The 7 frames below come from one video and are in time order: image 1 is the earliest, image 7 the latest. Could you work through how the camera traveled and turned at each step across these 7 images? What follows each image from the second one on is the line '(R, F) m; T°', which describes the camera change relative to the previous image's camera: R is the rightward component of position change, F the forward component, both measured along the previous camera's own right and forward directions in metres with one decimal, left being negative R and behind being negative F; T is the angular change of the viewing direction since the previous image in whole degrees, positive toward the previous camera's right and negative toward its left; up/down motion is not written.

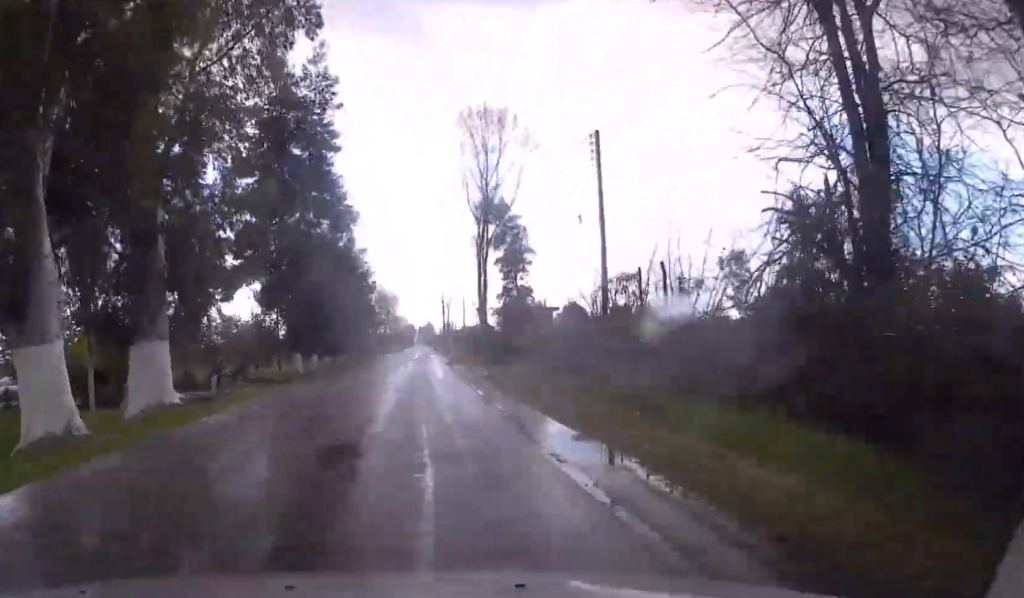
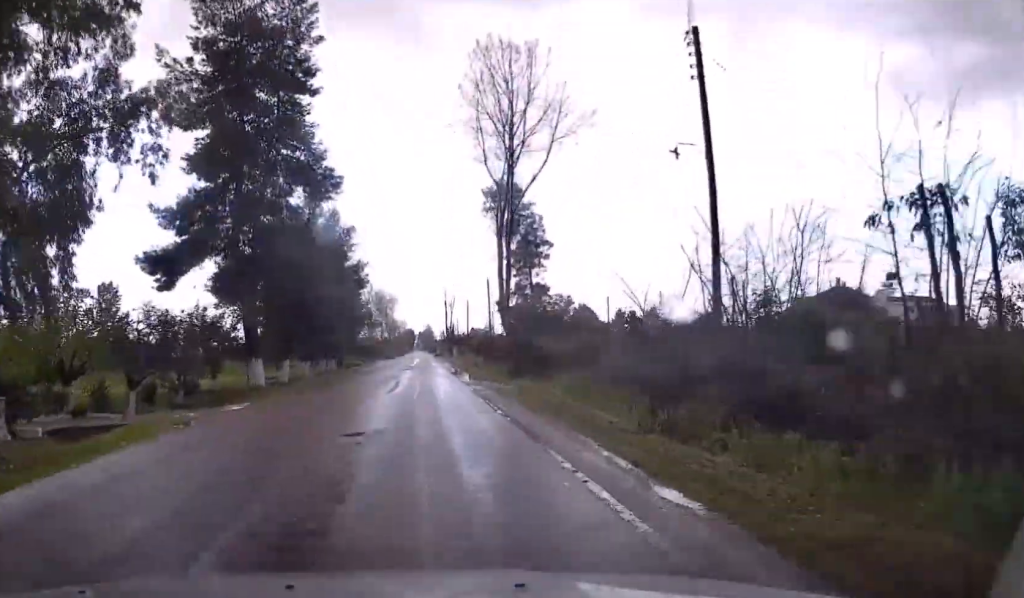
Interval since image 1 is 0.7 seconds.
(0.0, +10.7) m; 0°
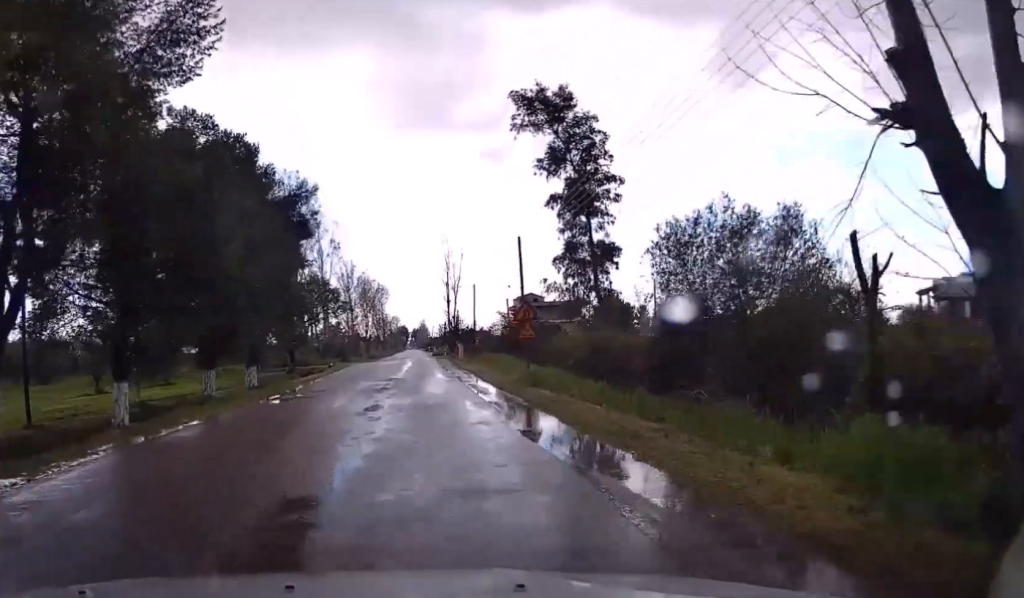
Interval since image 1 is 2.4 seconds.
(0.0, +27.9) m; 0°
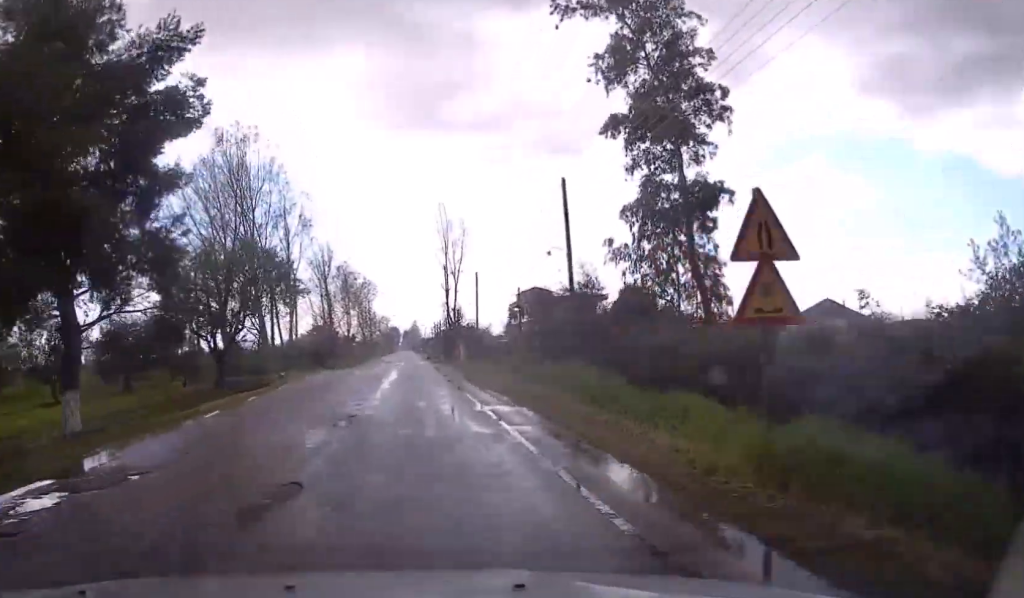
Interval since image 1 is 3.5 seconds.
(0.0, +17.6) m; 0°
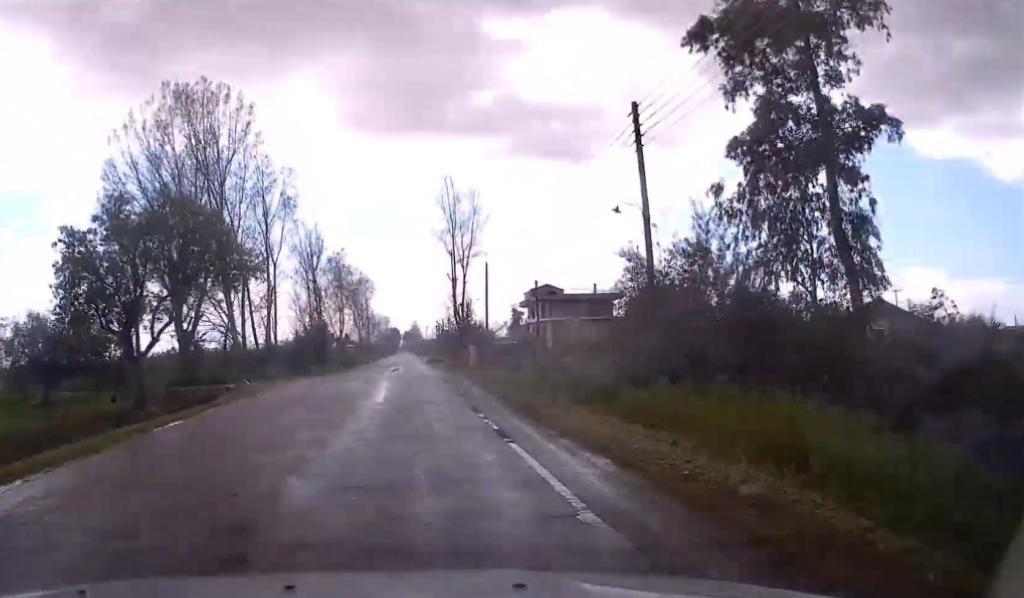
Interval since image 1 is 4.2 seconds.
(0.0, +10.5) m; 0°
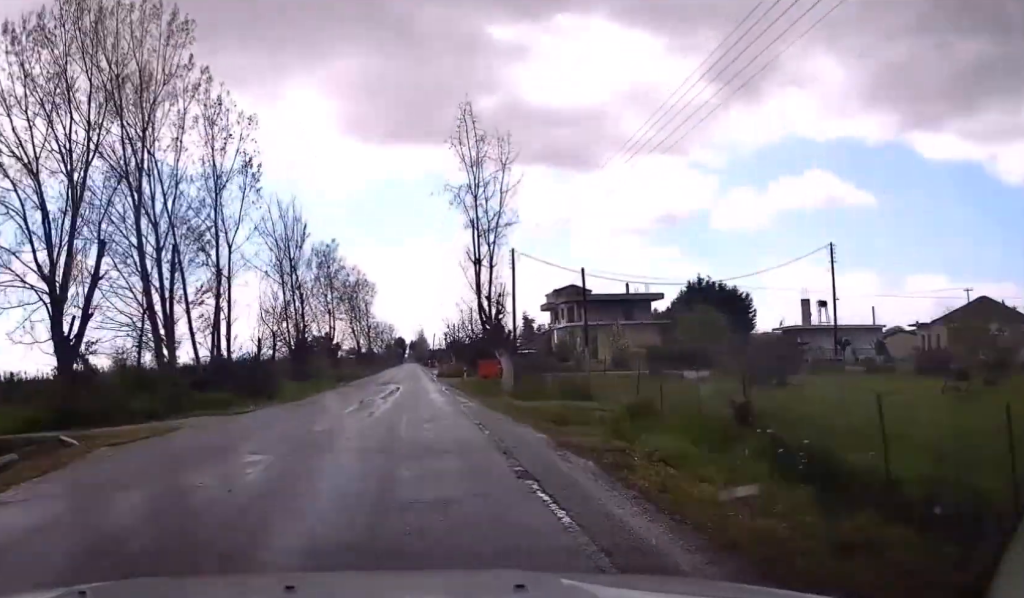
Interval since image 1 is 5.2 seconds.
(0.0, +16.3) m; +1°
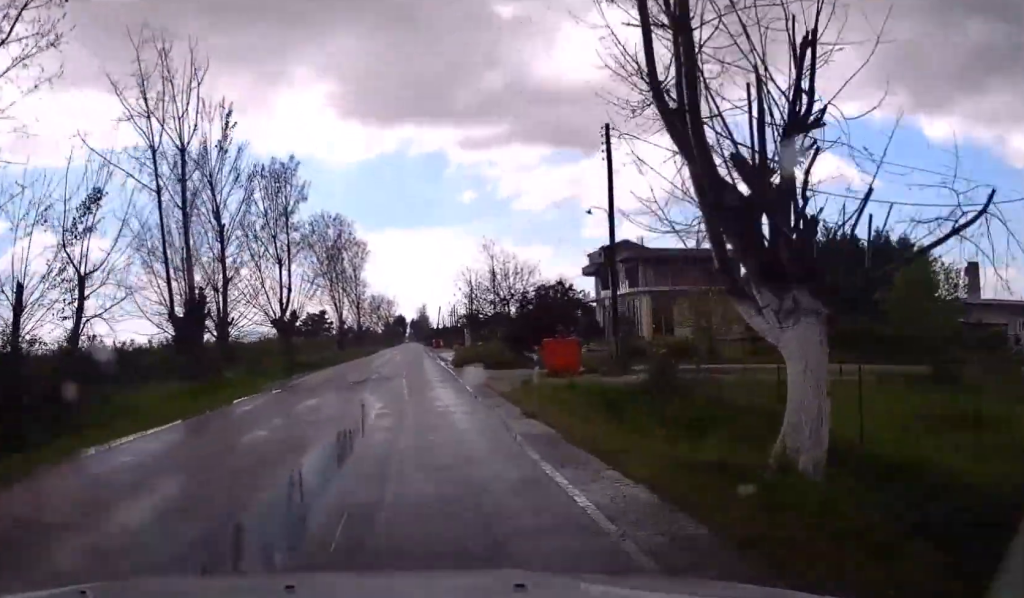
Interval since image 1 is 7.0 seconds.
(+0.3, +27.8) m; -1°
